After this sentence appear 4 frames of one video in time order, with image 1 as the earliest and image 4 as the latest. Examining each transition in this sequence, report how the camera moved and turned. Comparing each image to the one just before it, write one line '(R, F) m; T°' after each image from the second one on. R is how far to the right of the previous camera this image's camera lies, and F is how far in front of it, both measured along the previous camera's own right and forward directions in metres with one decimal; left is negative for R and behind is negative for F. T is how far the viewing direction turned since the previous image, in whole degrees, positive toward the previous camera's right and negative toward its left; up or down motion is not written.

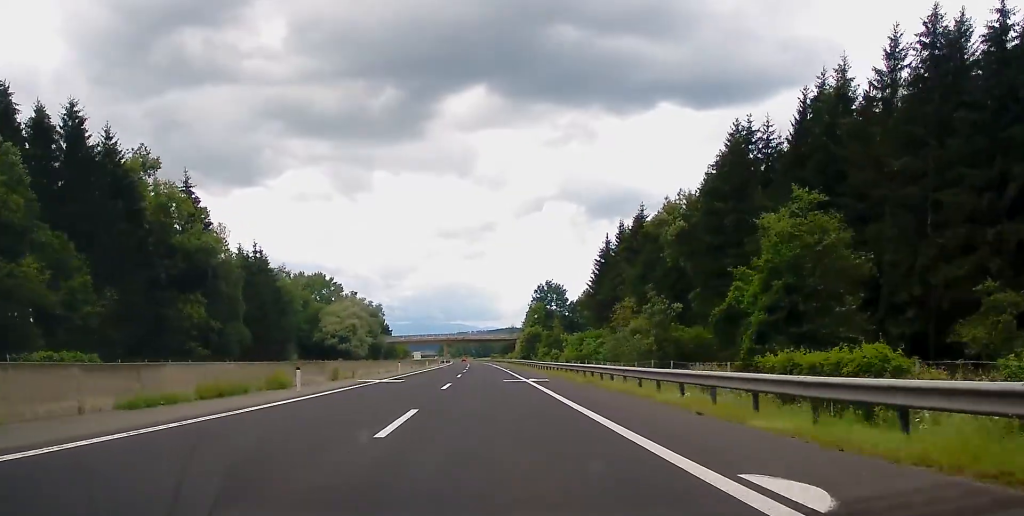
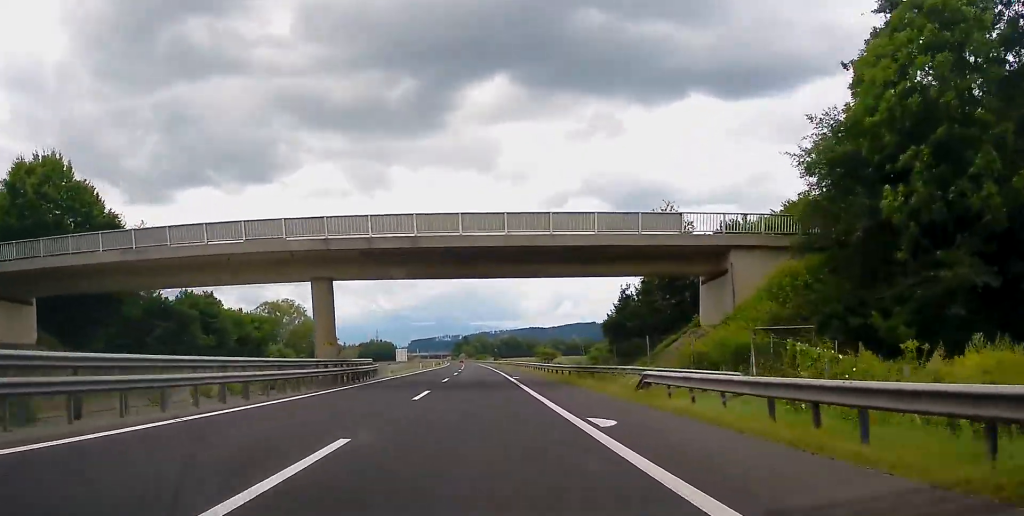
(-1.1, +166.1) m; -2°
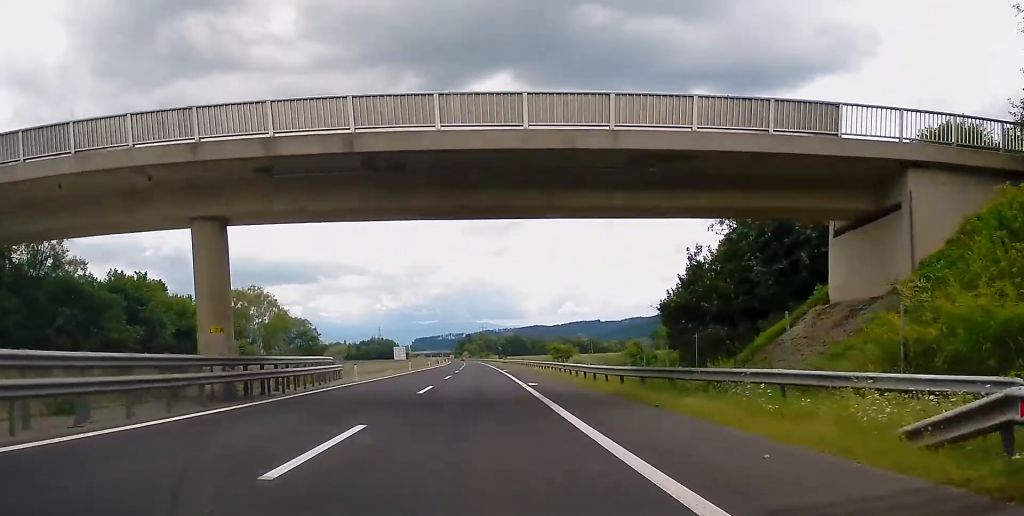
(-0.5, +15.5) m; 0°
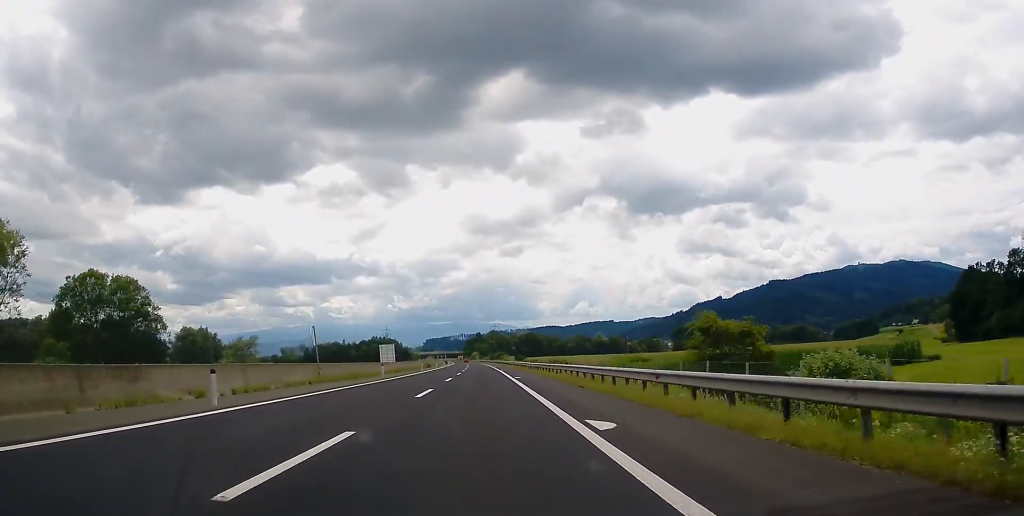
(-0.1, +54.7) m; 0°
